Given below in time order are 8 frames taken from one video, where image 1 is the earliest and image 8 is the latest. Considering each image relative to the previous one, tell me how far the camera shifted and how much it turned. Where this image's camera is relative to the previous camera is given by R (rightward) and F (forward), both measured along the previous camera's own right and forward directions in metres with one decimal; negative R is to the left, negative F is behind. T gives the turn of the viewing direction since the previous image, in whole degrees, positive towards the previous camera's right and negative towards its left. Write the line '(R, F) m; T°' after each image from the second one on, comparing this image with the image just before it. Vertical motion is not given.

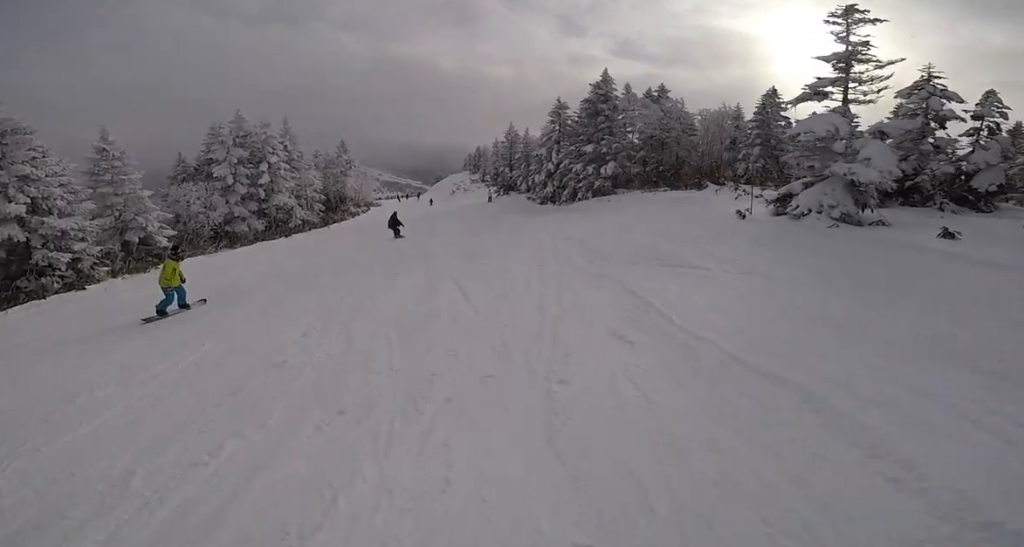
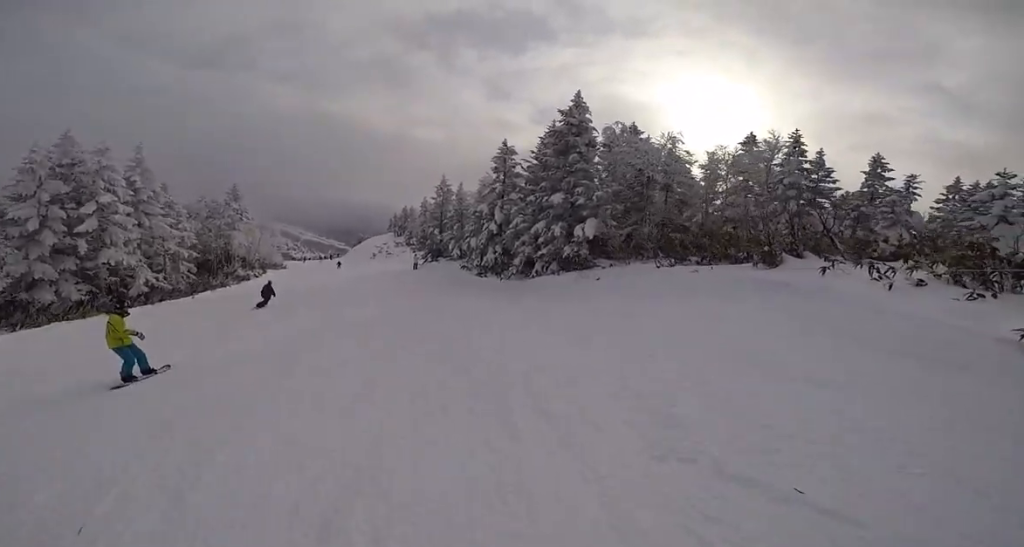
(+1.3, +7.0) m; +3°
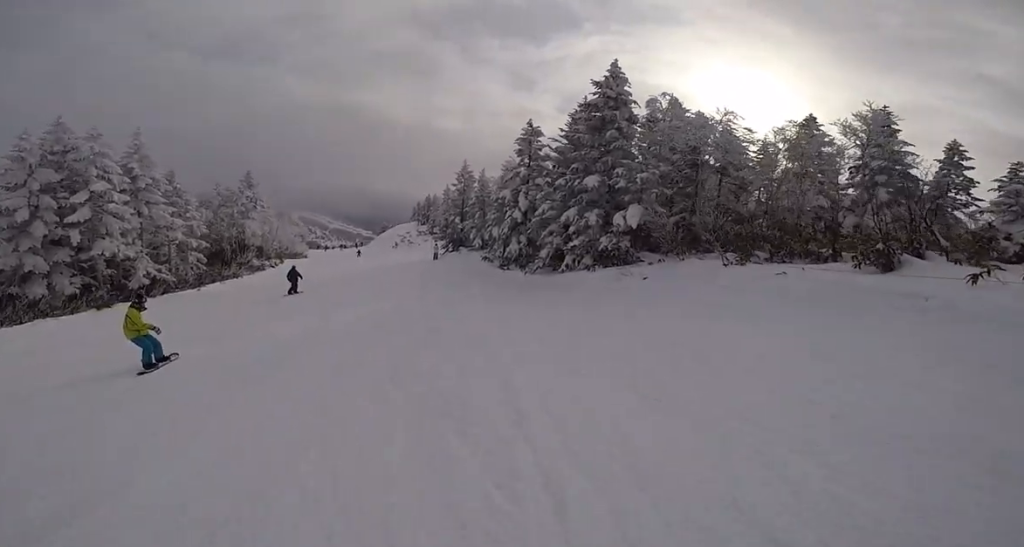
(-0.5, +2.3) m; -6°
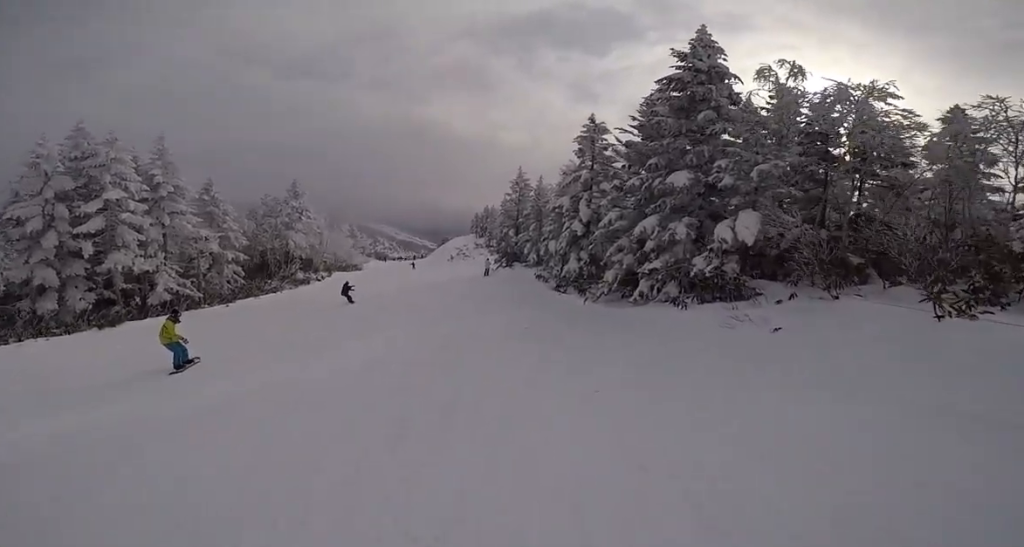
(-0.5, +4.1) m; -10°
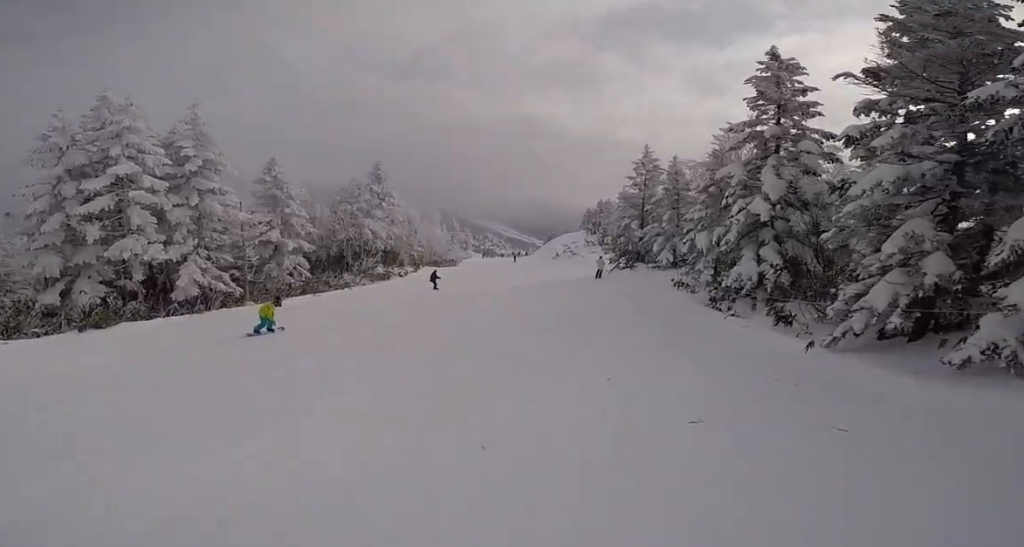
(-0.9, +6.9) m; -10°
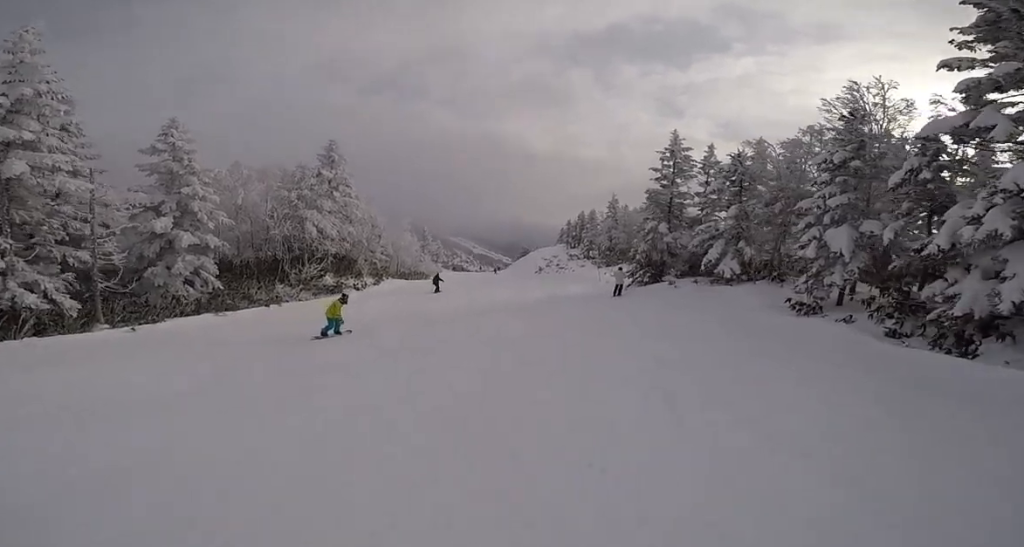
(+0.4, +6.8) m; +10°
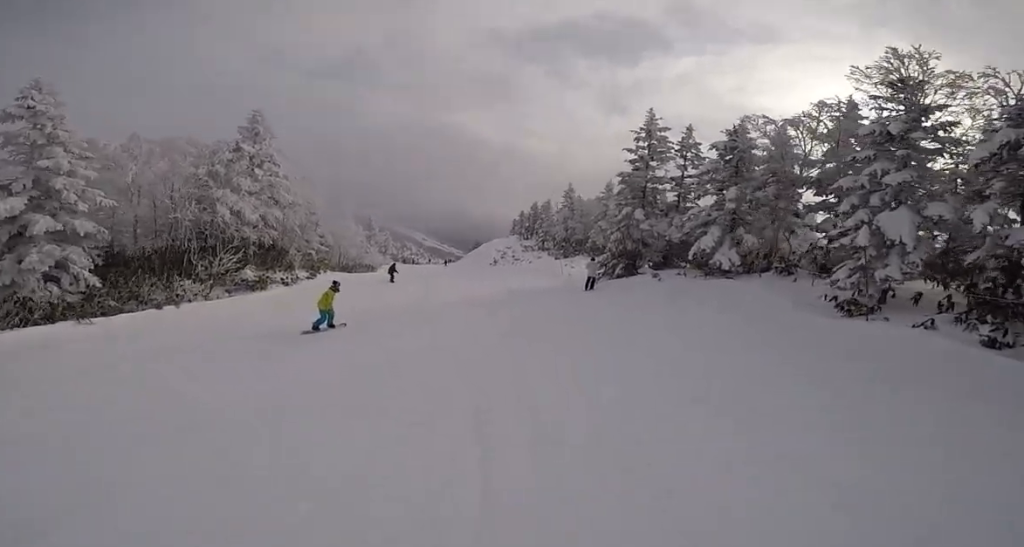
(+0.2, +3.0) m; +3°
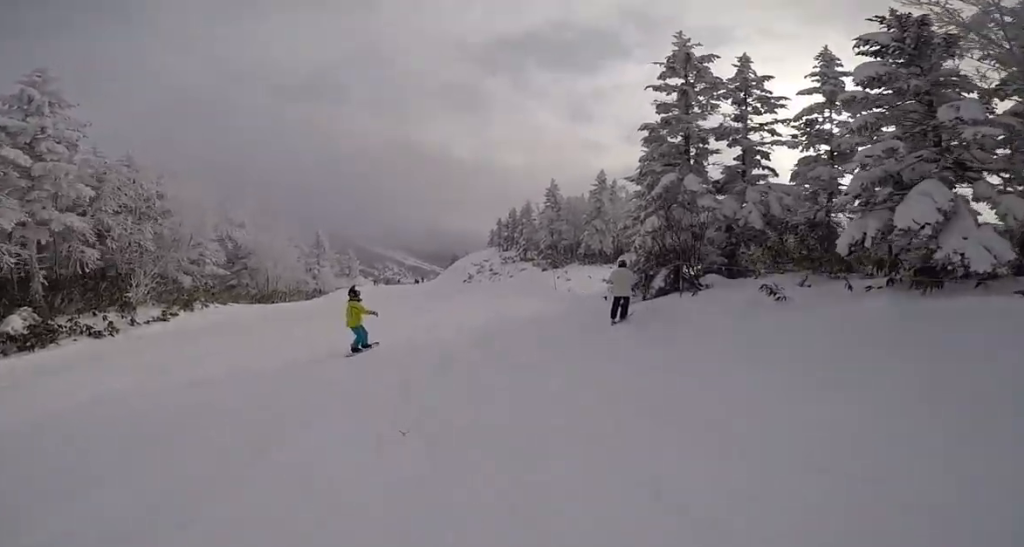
(0.0, +9.3) m; 0°
